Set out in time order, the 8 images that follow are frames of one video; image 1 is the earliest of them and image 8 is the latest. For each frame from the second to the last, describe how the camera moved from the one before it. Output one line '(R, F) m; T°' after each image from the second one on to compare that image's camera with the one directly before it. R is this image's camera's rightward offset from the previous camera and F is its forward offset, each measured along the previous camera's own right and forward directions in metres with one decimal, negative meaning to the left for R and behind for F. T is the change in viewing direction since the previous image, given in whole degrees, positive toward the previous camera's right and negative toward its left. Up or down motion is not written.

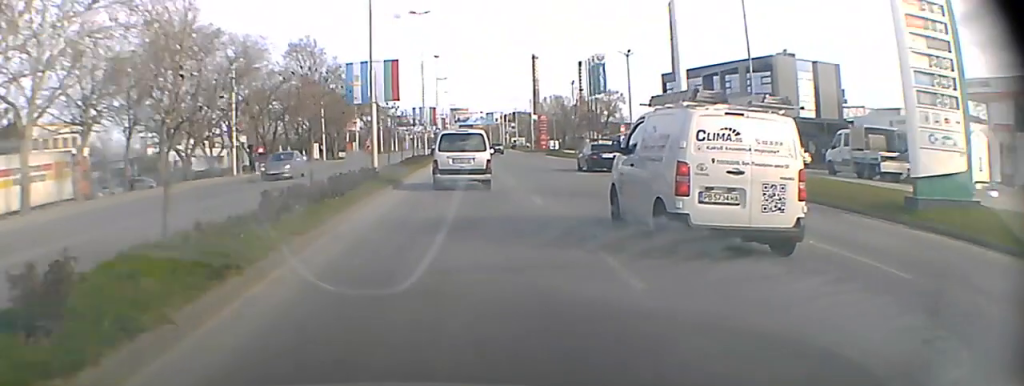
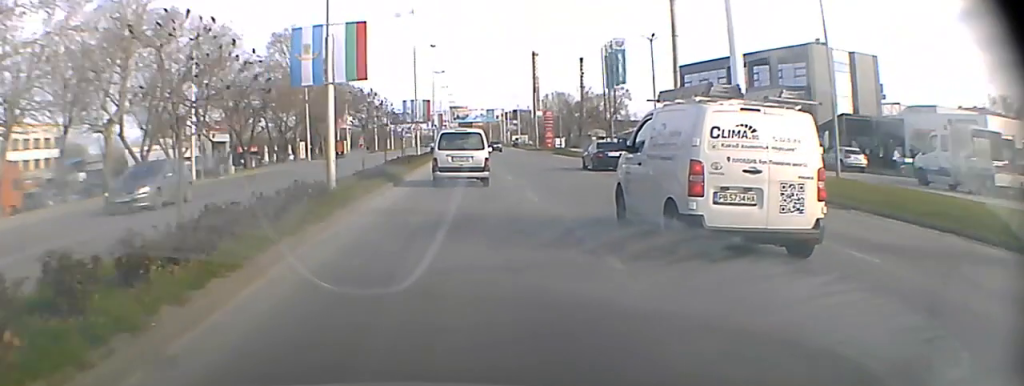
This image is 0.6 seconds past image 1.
(0.0, +8.4) m; 0°
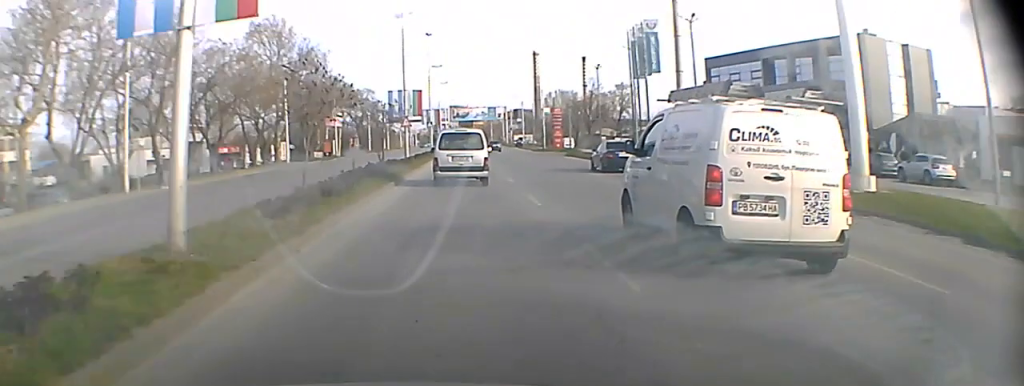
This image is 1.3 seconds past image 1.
(0.0, +9.8) m; 0°
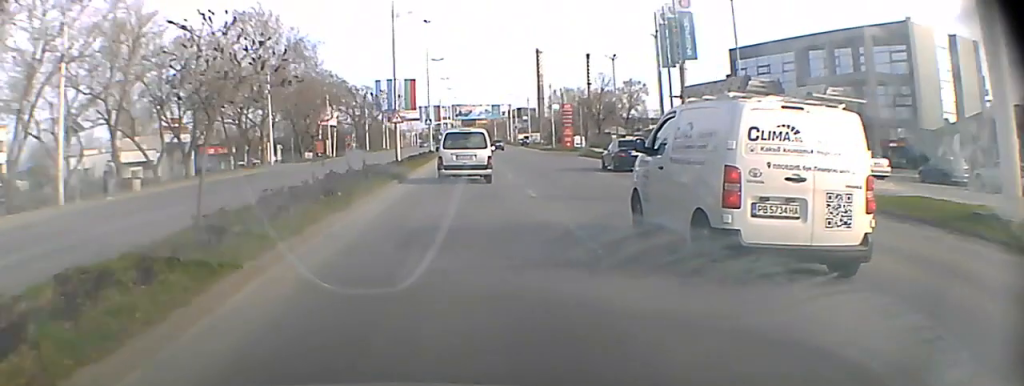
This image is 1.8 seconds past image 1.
(0.0, +7.0) m; 0°
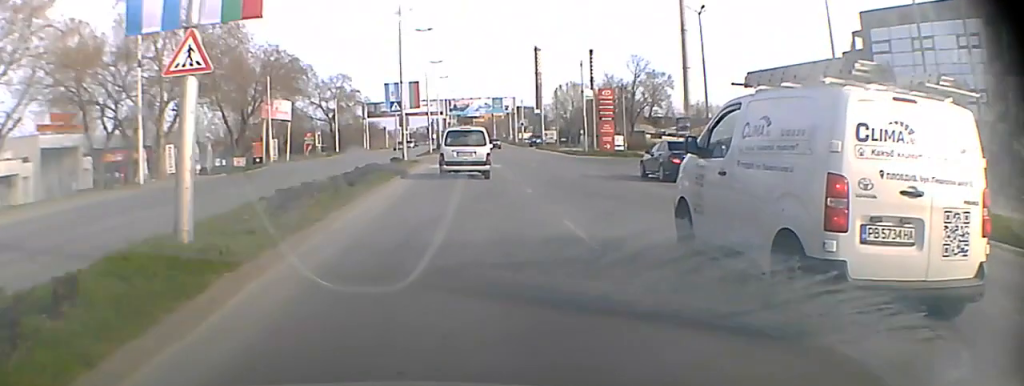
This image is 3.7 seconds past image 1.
(0.0, +26.8) m; 0°
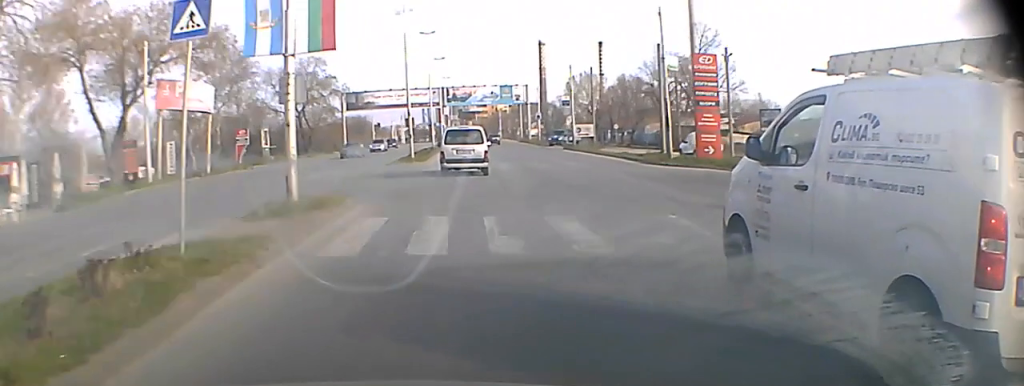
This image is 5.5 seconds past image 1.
(0.0, +25.4) m; 0°
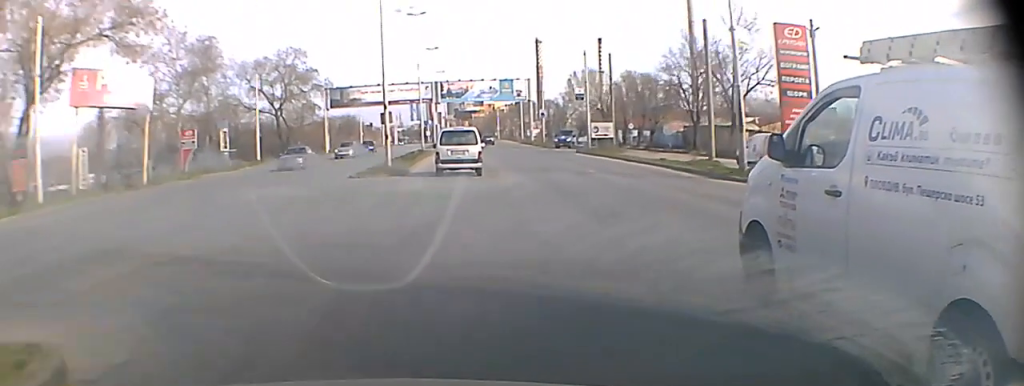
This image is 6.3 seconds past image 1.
(0.0, +11.3) m; 0°
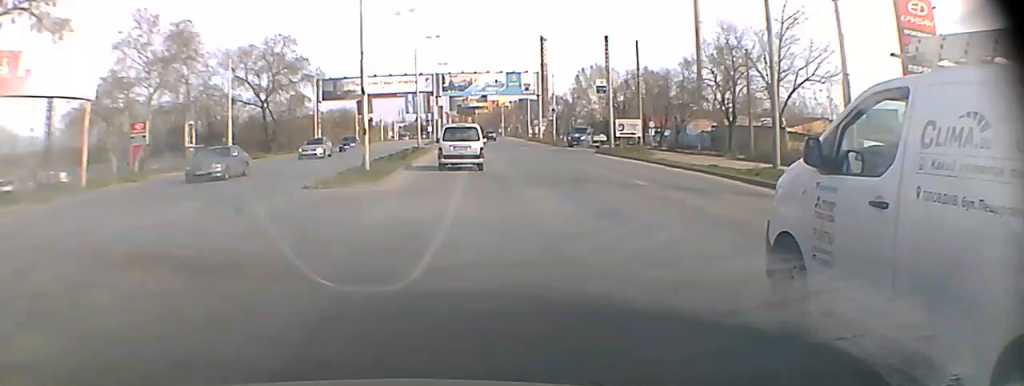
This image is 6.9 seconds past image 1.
(0.0, +8.5) m; 0°
